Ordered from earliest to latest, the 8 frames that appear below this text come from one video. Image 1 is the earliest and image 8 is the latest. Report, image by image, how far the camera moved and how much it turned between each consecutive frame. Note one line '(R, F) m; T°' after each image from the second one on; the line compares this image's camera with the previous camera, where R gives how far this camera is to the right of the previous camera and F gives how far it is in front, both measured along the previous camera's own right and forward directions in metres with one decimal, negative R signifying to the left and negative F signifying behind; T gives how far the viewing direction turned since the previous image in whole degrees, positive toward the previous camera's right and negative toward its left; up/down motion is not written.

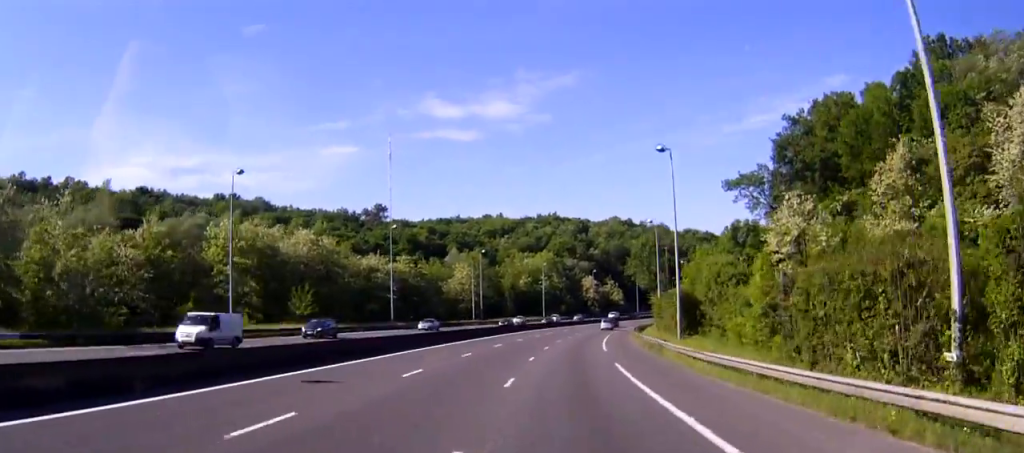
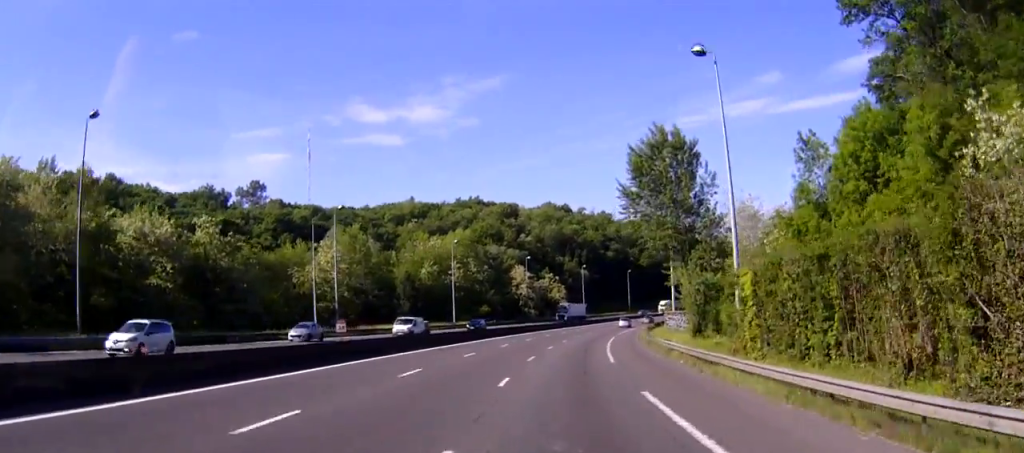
(+5.6, +64.0) m; +9°
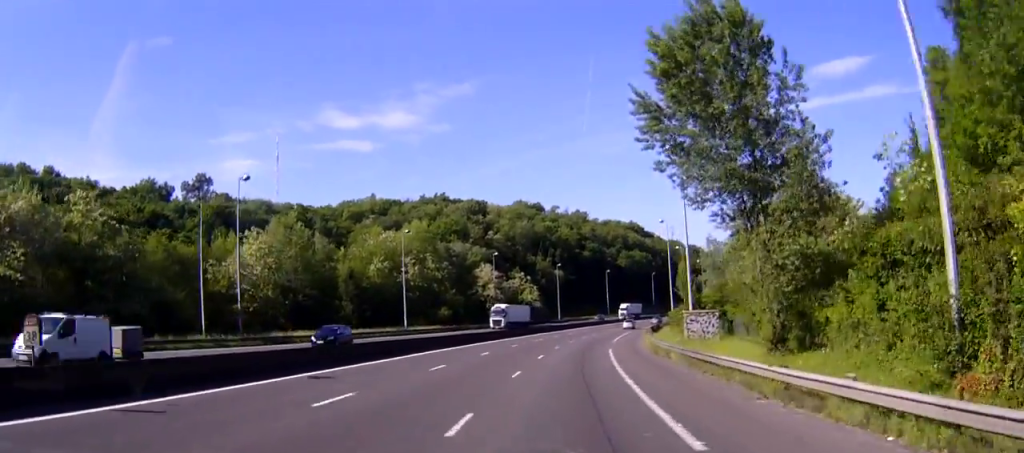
(0.0, +21.3) m; 0°
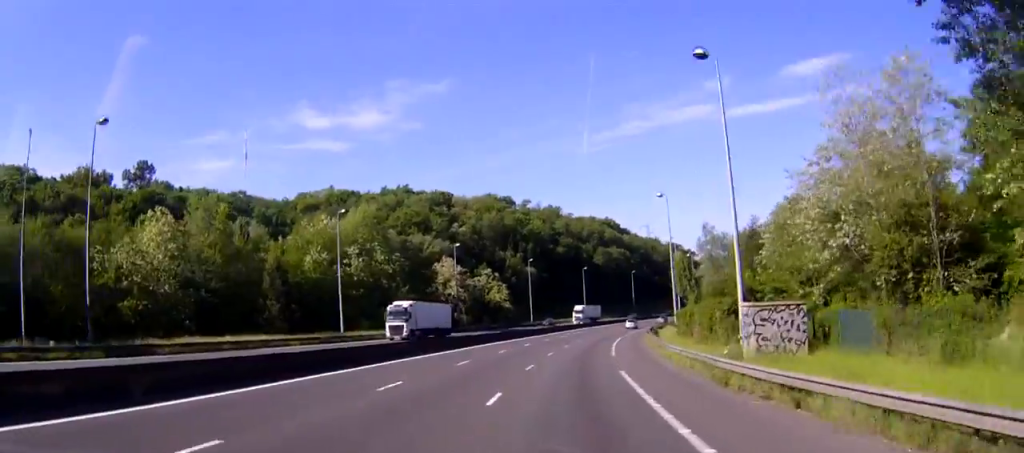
(0.0, +20.6) m; 0°
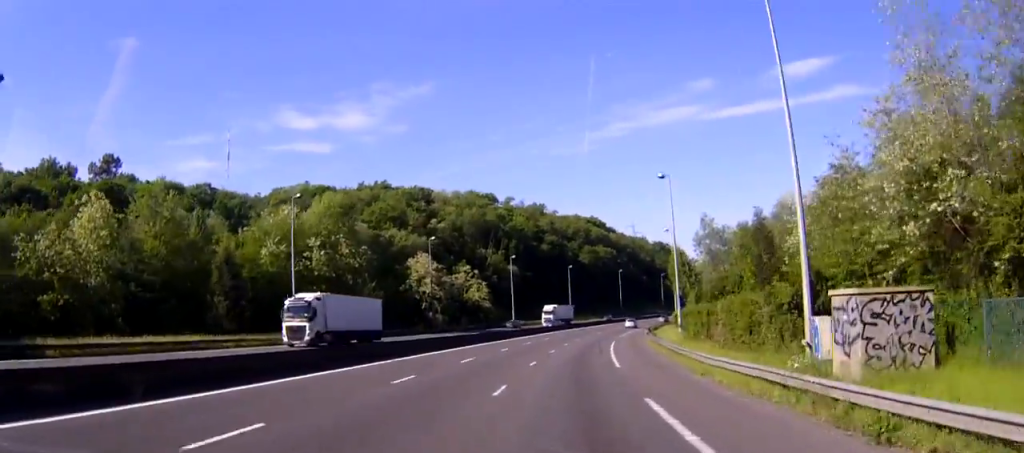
(0.0, +11.1) m; +2°
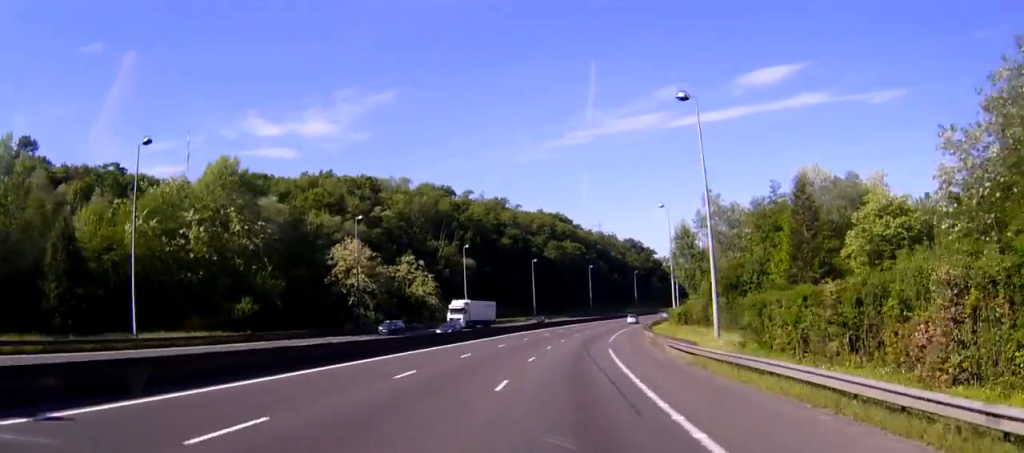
(+1.1, +25.9) m; +4°
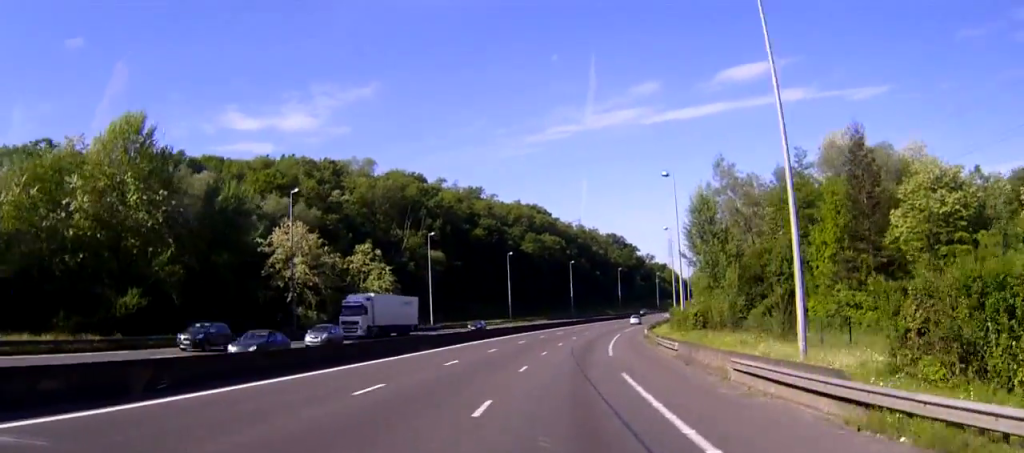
(+0.3, +17.1) m; +2°
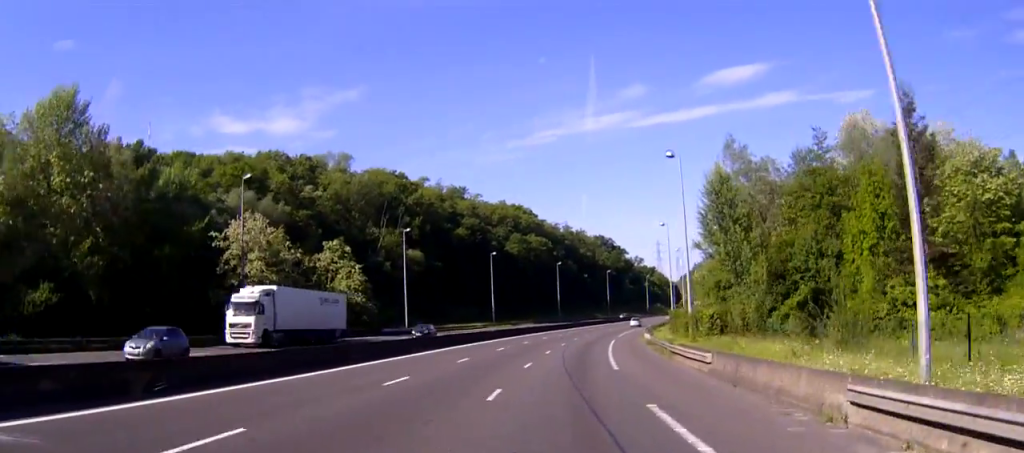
(-0.1, +9.7) m; +1°
